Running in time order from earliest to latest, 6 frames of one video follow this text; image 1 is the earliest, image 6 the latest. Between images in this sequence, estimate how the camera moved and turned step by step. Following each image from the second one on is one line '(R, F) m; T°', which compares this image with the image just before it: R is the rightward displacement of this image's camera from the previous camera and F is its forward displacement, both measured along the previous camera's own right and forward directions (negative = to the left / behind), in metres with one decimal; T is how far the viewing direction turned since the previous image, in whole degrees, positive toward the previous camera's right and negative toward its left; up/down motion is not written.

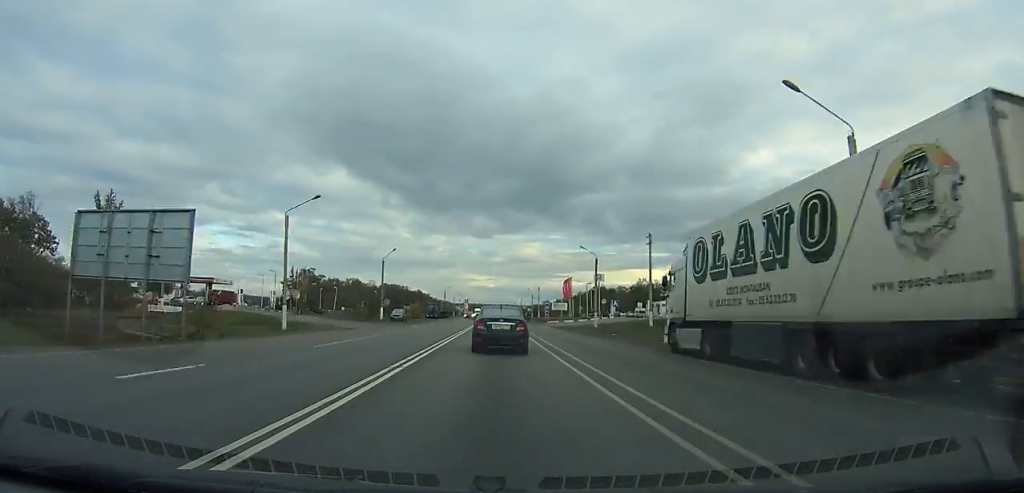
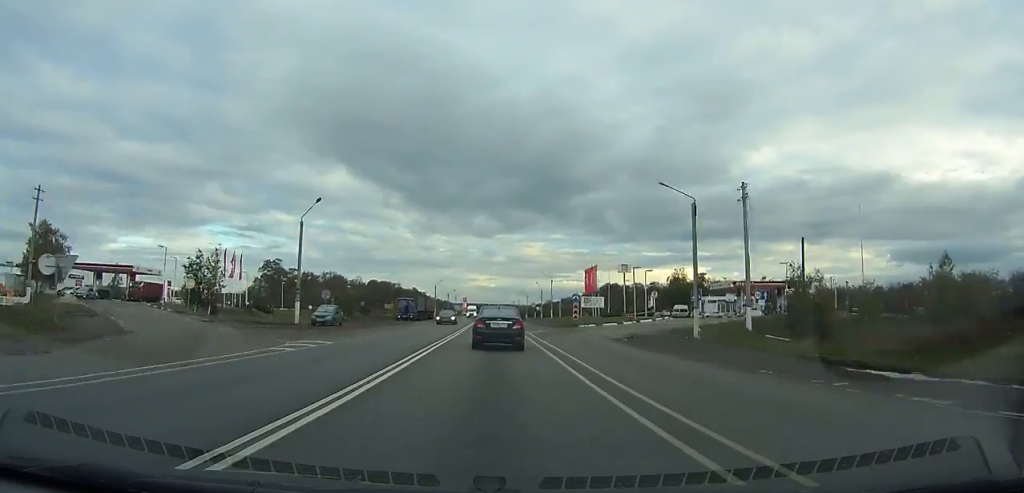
(-0.1, +32.2) m; 0°
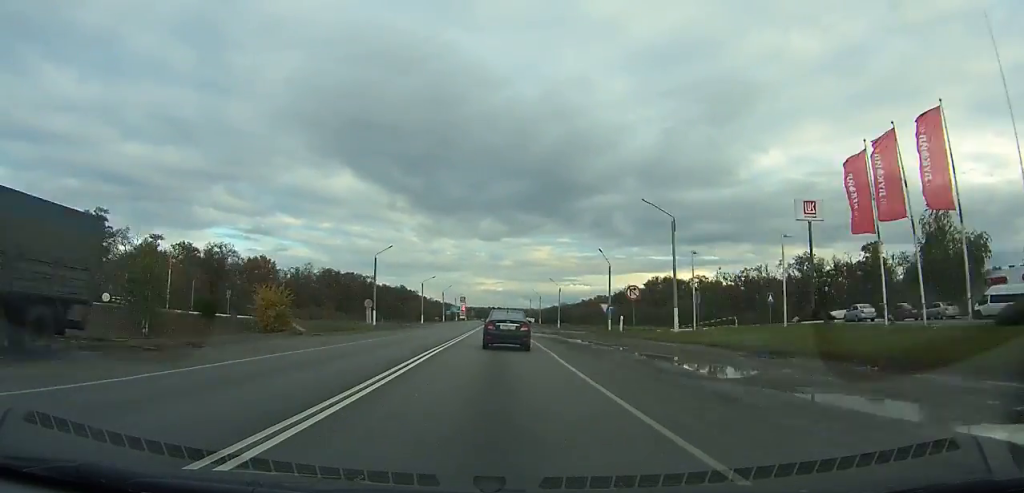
(-0.4, +79.6) m; -1°
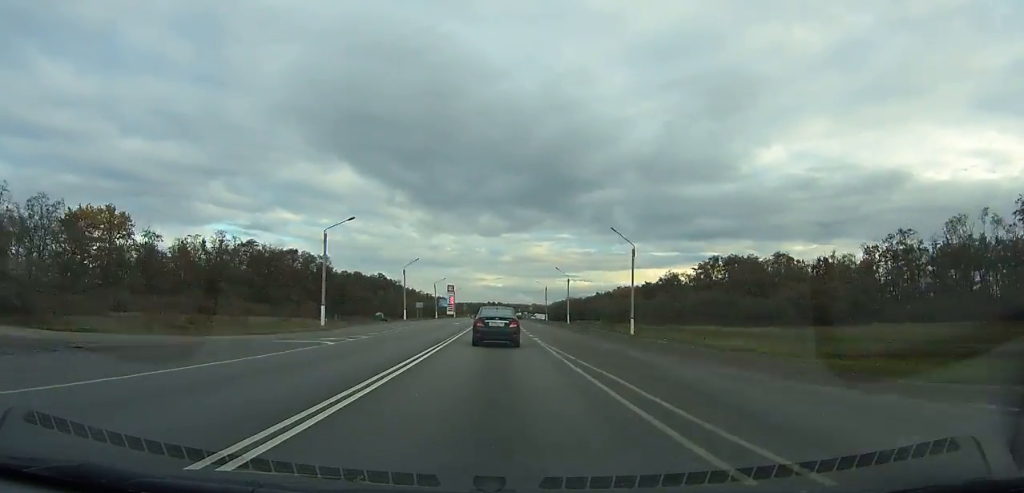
(-0.2, +60.9) m; 0°
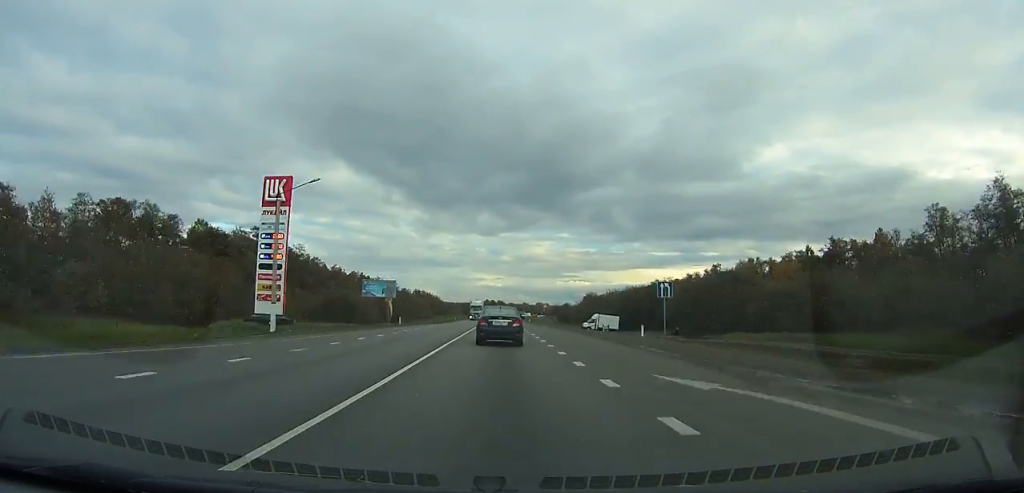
(-0.3, +145.6) m; 0°
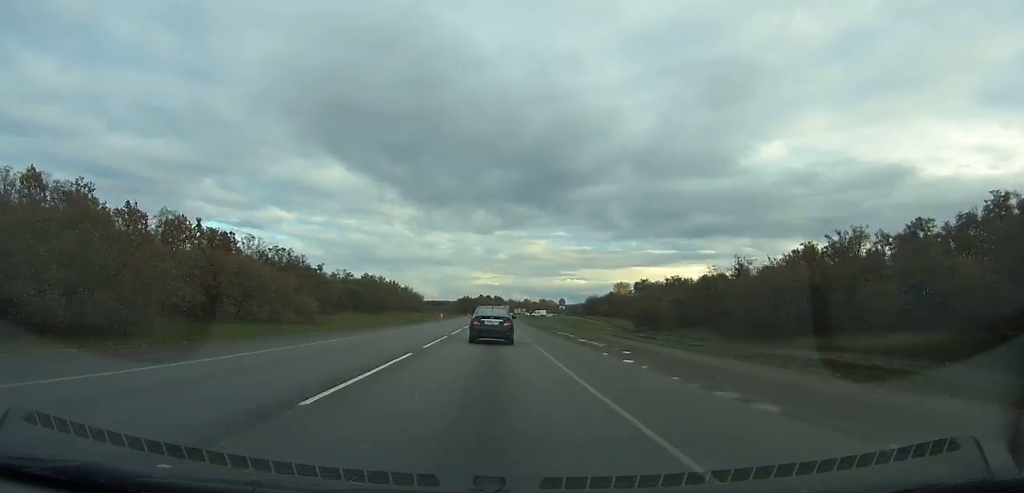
(+0.4, +149.7) m; 0°
